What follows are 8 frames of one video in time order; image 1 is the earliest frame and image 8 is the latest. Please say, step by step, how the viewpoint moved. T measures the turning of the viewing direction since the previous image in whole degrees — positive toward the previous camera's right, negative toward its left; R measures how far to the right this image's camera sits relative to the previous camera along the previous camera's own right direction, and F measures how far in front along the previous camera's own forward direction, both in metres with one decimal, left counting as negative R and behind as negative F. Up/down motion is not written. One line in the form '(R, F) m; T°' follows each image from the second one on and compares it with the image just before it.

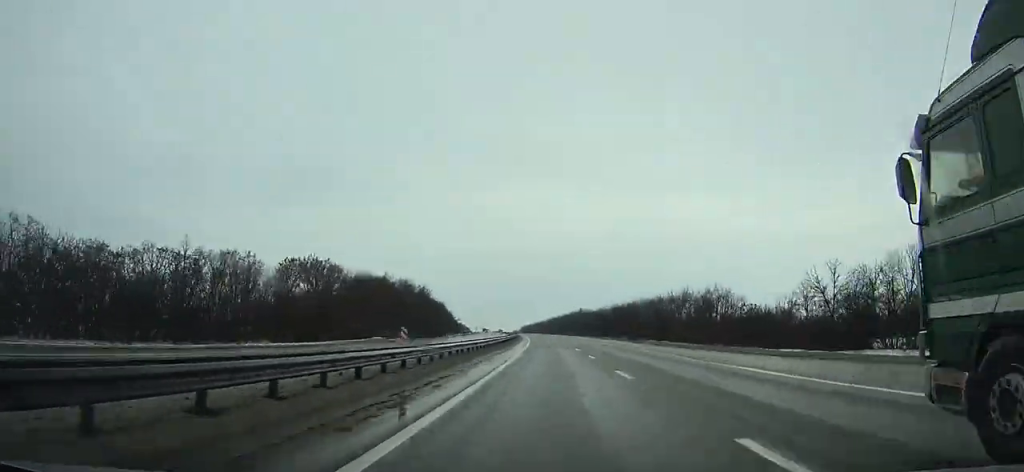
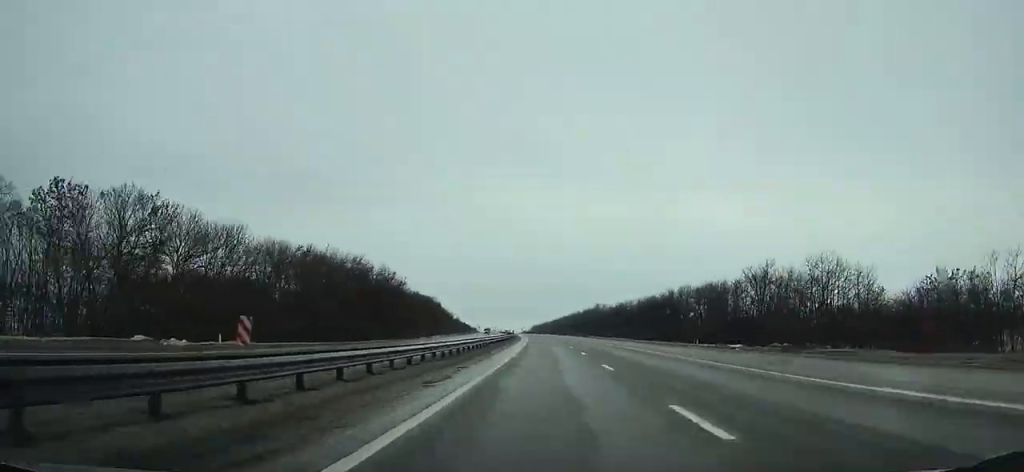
(-0.5, +44.9) m; -1°
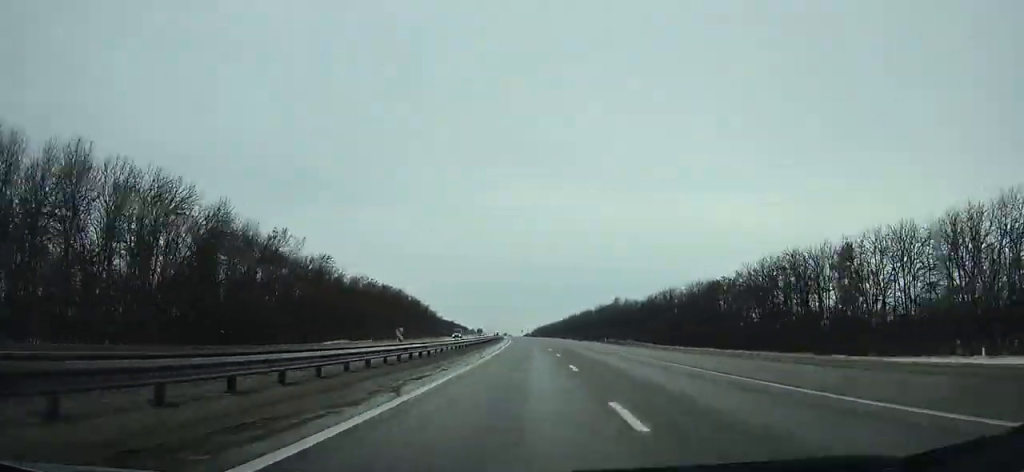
(-0.4, +59.0) m; -1°
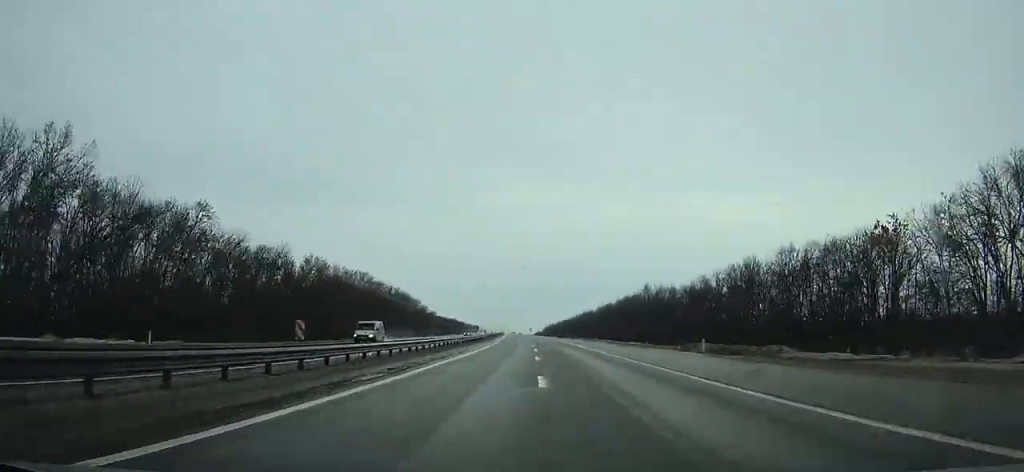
(-0.4, +42.1) m; -1°
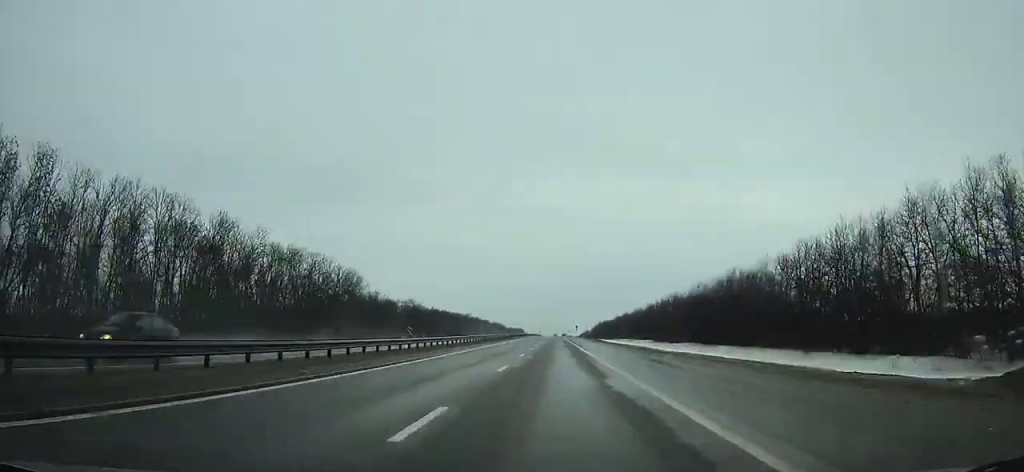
(-3.9, +125.4) m; -3°
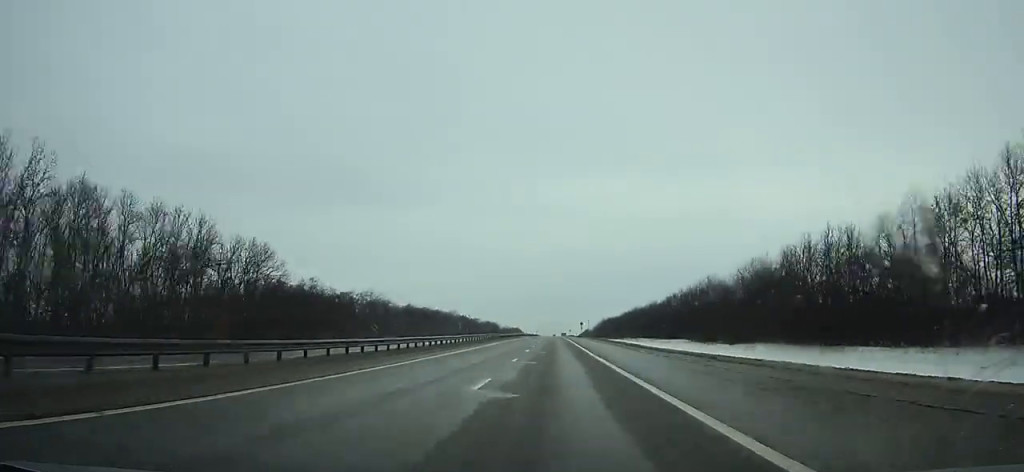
(-0.1, +41.2) m; 0°
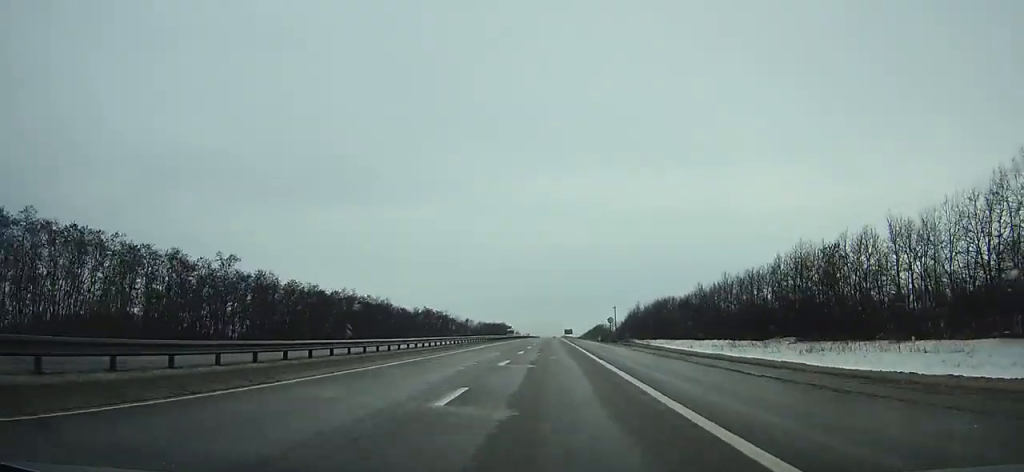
(-0.1, +180.9) m; 0°
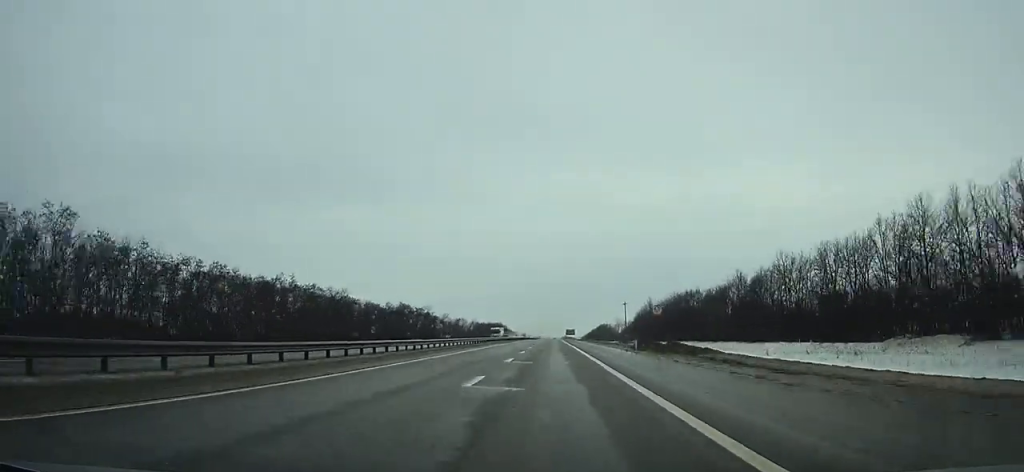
(0.0, +32.0) m; 0°
